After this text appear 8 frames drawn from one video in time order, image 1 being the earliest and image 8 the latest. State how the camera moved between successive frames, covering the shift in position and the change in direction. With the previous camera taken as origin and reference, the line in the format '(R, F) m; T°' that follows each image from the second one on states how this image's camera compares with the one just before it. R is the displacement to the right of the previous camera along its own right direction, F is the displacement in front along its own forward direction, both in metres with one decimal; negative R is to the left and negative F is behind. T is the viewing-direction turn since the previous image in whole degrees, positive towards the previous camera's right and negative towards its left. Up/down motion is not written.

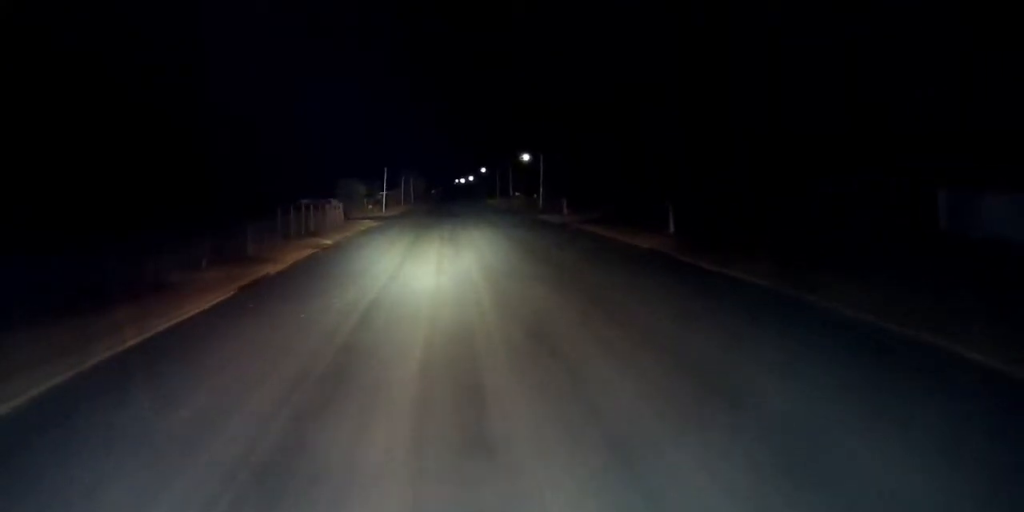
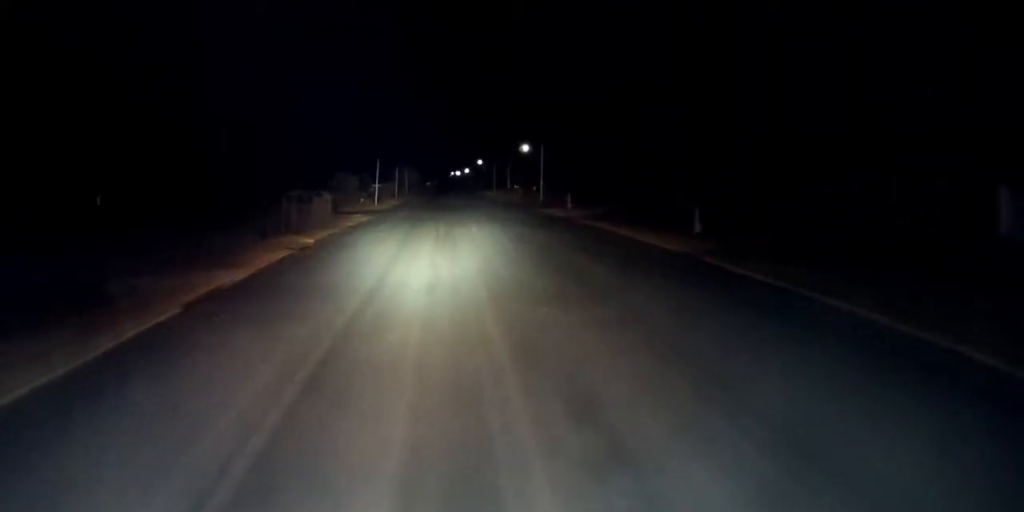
(0.0, +5.6) m; 0°
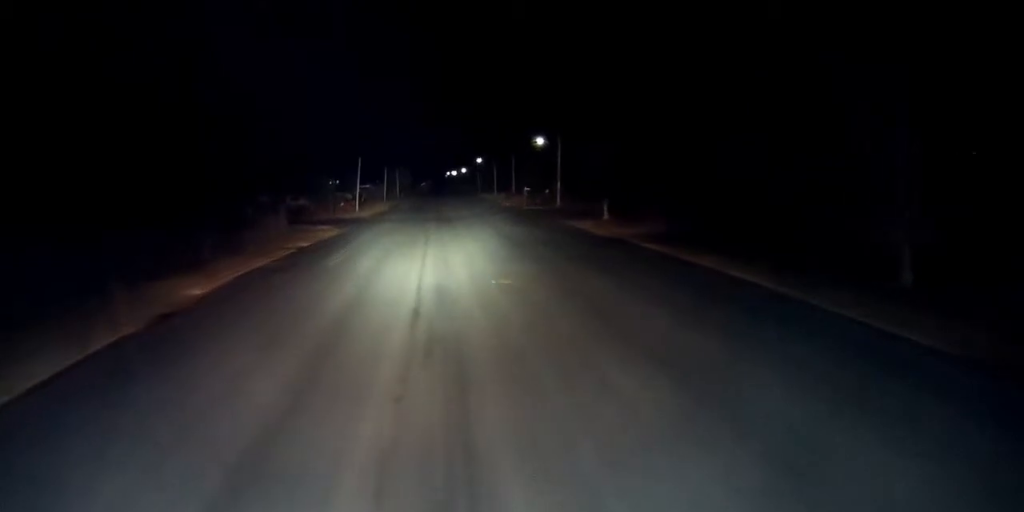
(0.0, +20.6) m; -1°
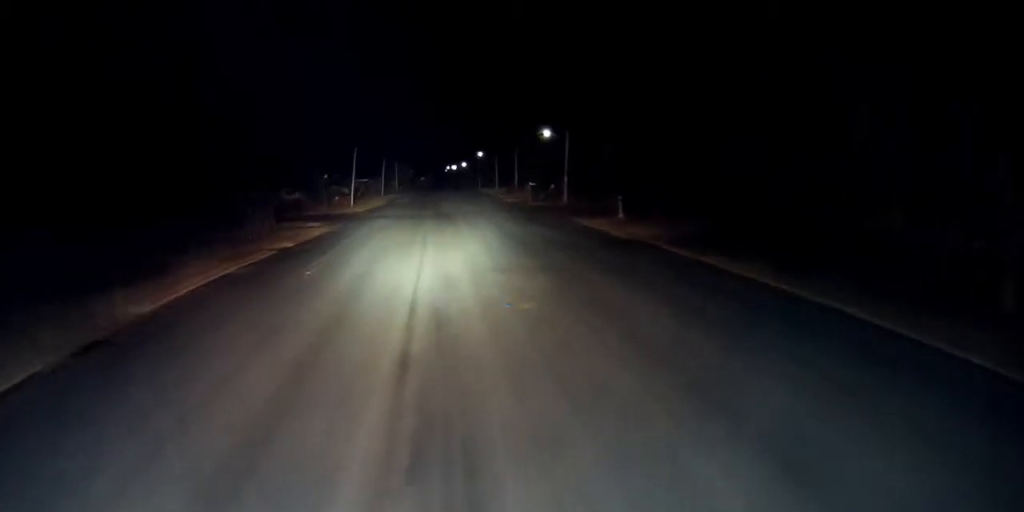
(0.0, +5.2) m; 0°
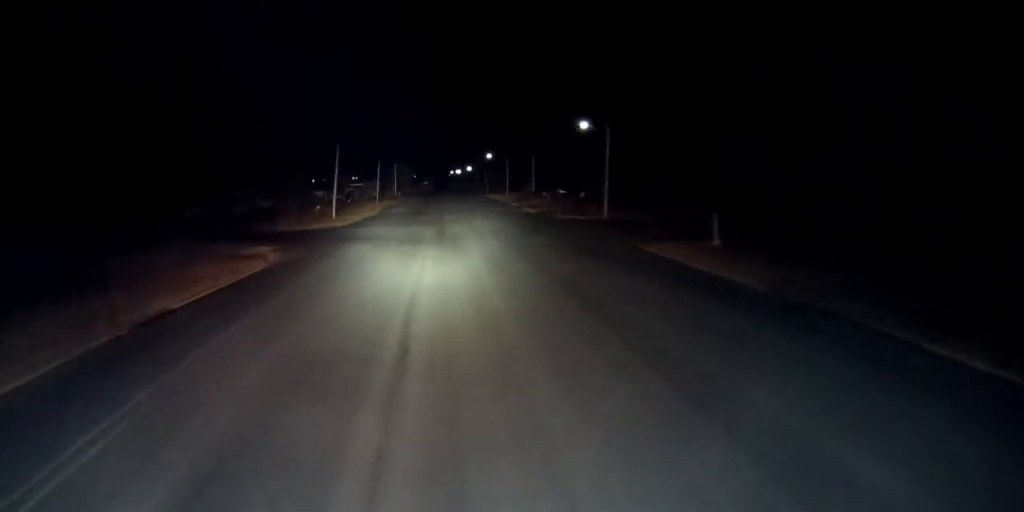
(0.0, +19.2) m; 0°
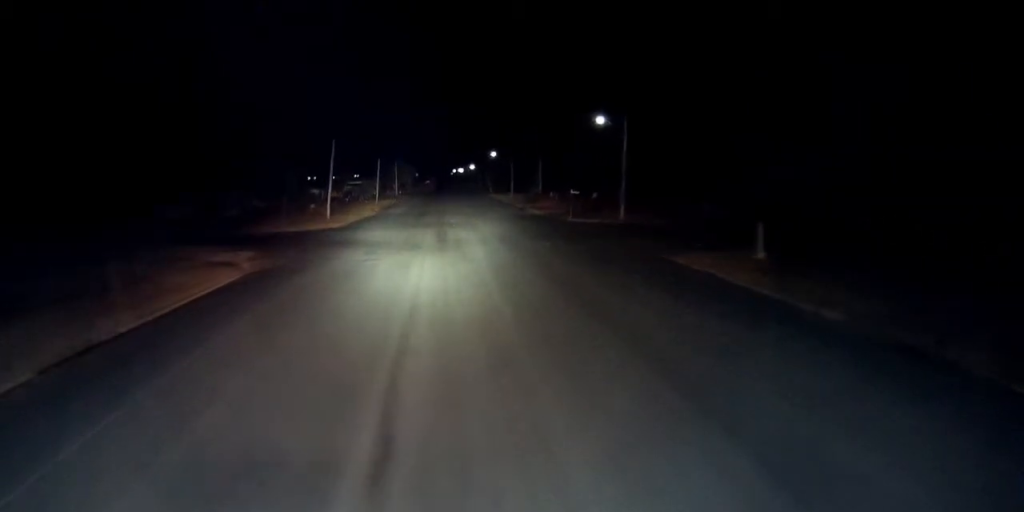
(0.0, +5.2) m; 0°
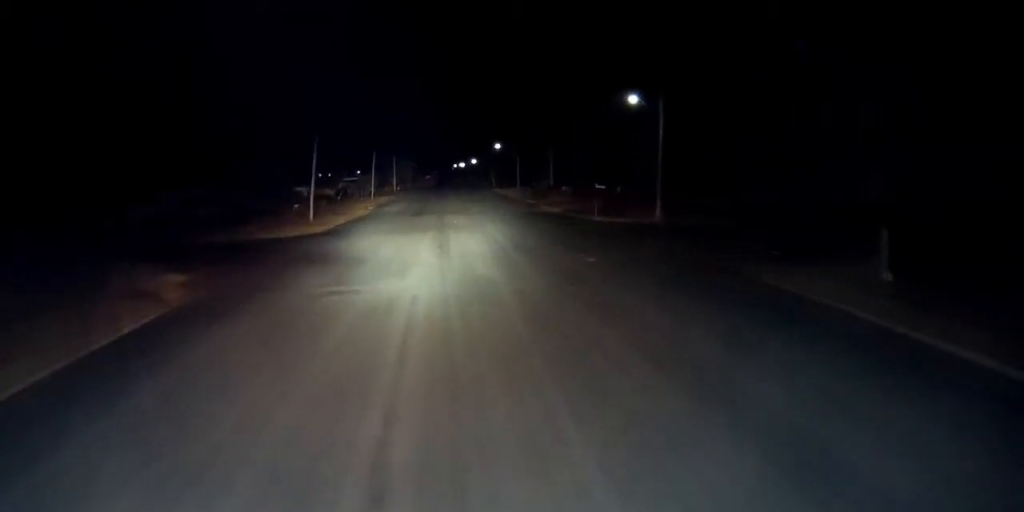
(+0.1, +10.0) m; +1°
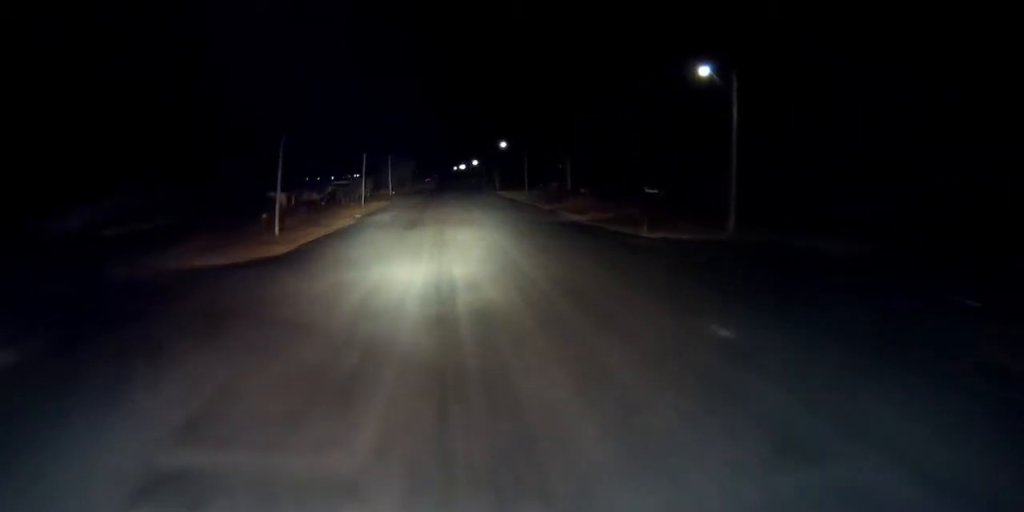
(0.0, +13.2) m; 0°
